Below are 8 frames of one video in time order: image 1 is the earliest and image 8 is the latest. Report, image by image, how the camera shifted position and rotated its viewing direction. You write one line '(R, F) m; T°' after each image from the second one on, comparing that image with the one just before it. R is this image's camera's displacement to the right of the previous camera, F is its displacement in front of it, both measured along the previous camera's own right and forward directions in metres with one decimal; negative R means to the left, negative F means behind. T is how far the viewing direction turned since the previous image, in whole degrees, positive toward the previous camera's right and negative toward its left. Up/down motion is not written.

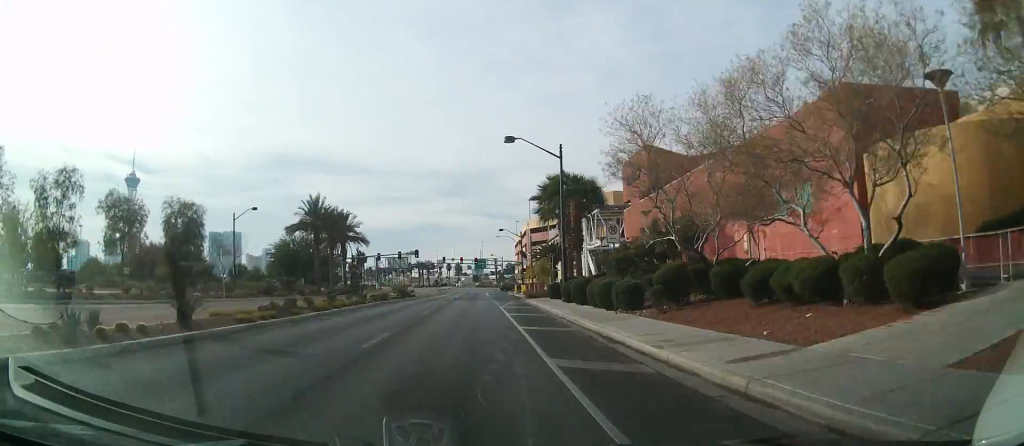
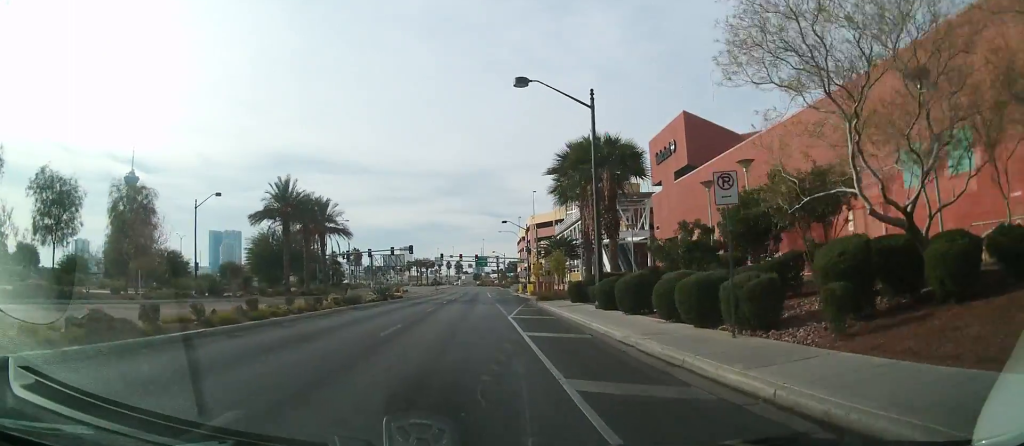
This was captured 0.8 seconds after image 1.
(0.0, +9.8) m; +1°
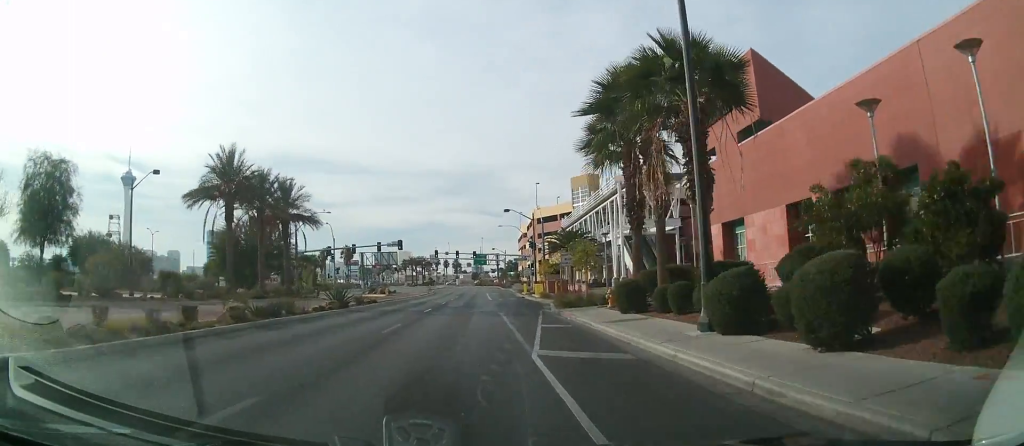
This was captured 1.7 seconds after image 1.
(+0.2, +11.8) m; +1°
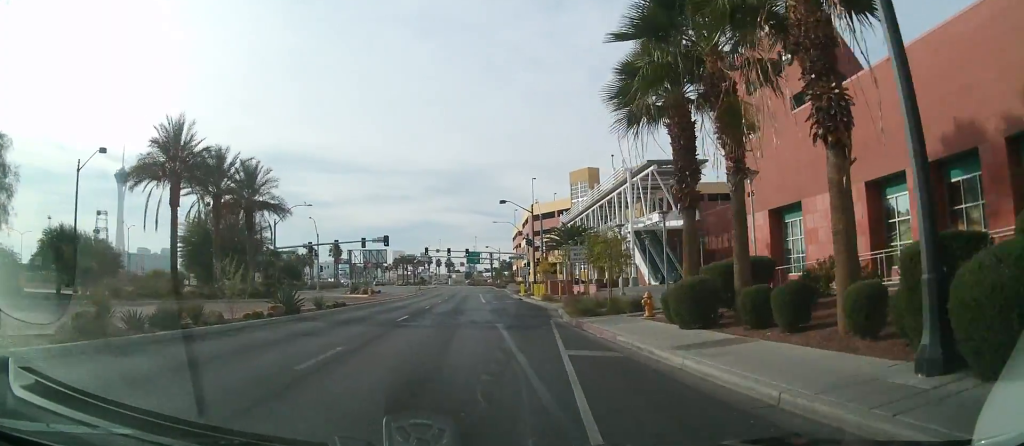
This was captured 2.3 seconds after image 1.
(+0.1, +7.1) m; -1°
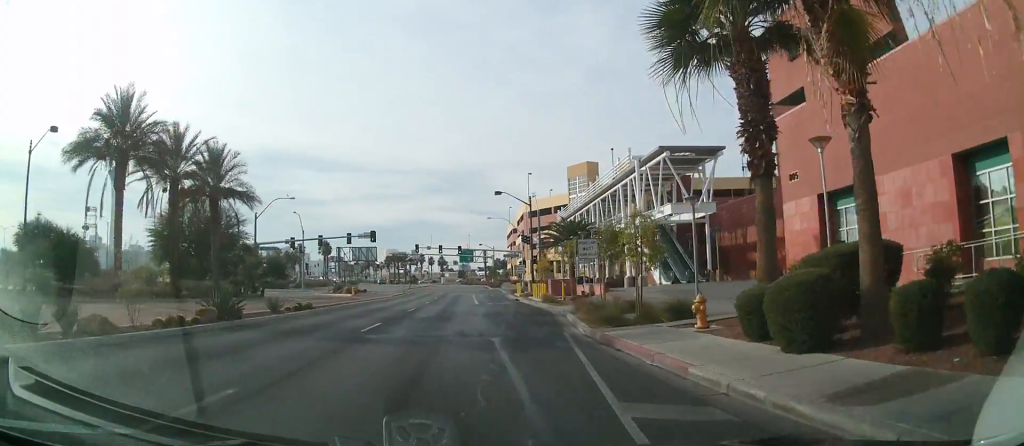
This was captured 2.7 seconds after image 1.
(-0.1, +5.3) m; 0°
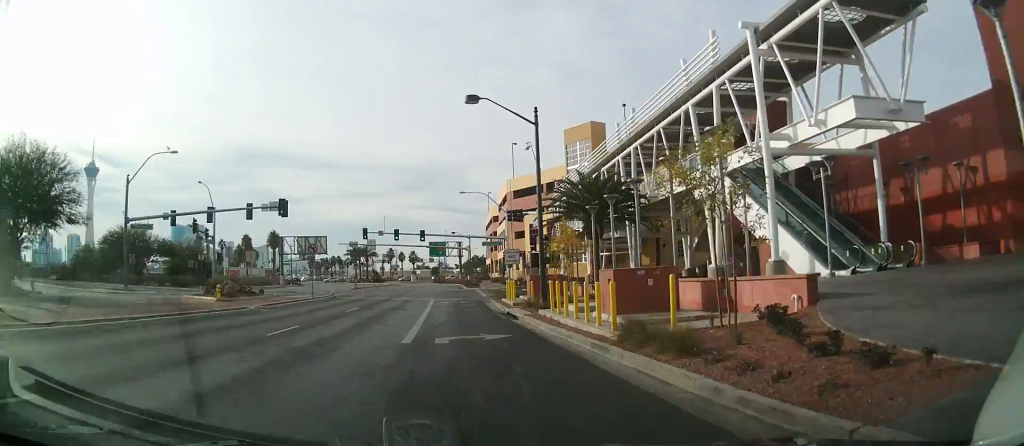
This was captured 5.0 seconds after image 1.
(+1.4, +27.2) m; +3°
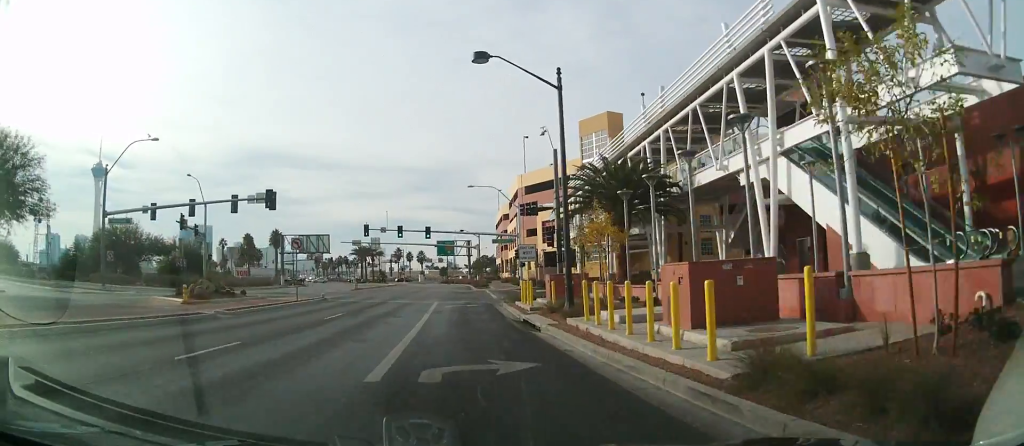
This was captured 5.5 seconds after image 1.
(0.0, +5.2) m; -2°
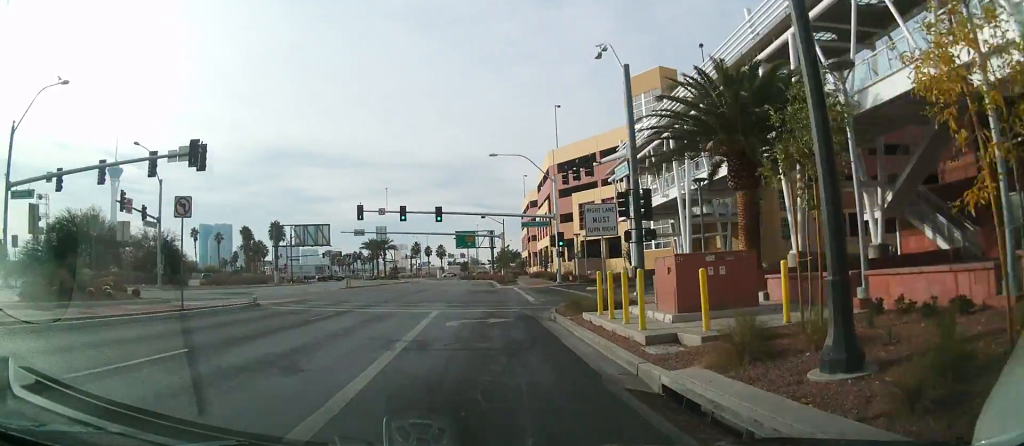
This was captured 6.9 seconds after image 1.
(-0.5, +15.2) m; -1°
